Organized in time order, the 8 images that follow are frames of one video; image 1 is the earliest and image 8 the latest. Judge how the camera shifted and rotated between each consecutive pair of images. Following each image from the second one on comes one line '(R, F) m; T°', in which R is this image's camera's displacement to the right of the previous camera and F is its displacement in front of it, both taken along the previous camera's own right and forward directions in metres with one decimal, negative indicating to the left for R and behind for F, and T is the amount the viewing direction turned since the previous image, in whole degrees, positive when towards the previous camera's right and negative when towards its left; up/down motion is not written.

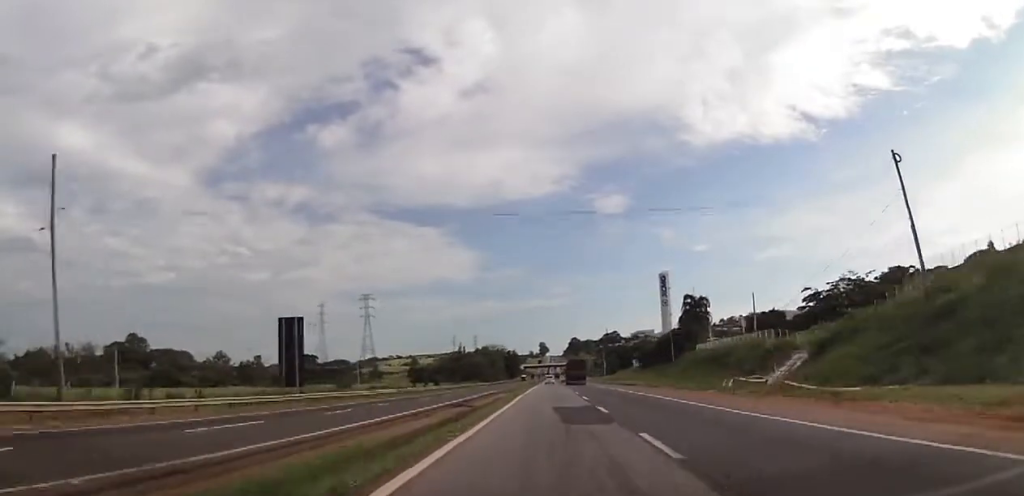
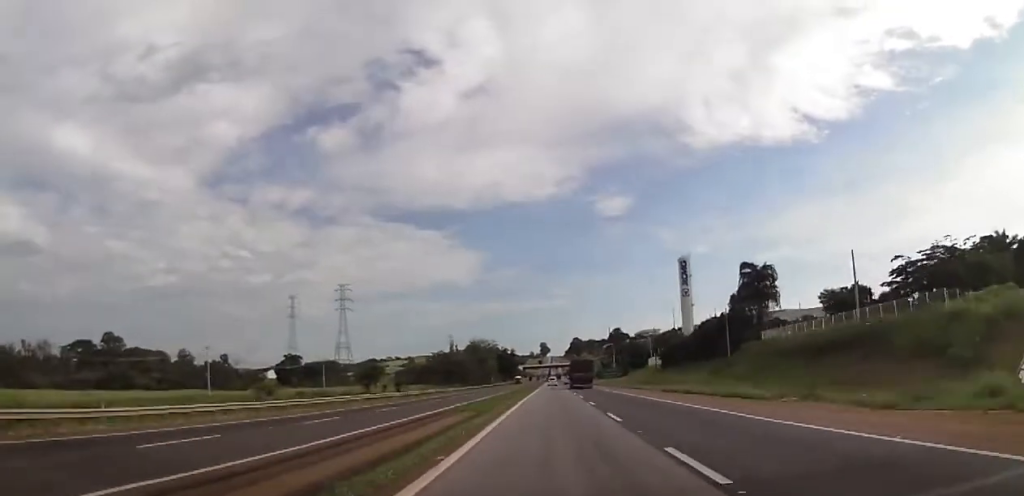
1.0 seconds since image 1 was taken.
(-0.2, +37.6) m; 0°
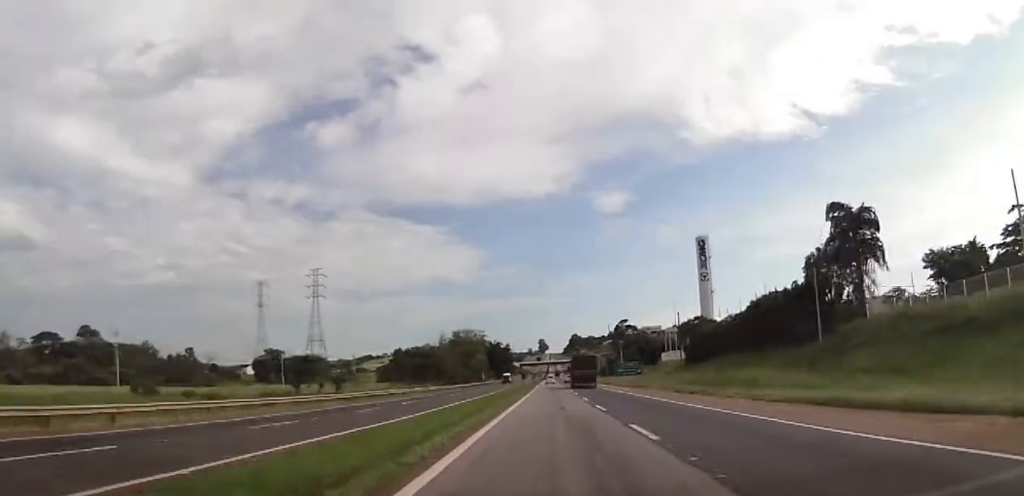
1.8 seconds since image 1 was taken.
(+0.1, +30.2) m; +1°
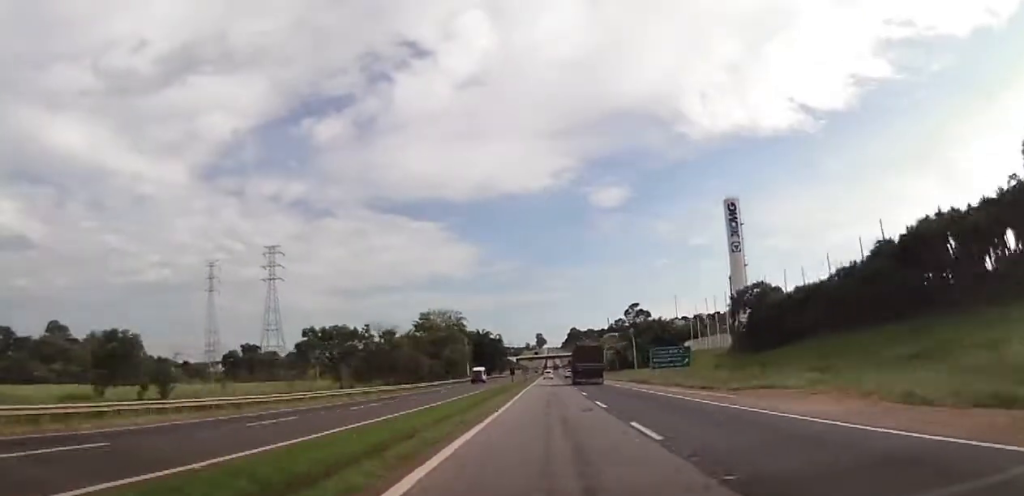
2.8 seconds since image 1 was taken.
(+0.3, +36.6) m; 0°
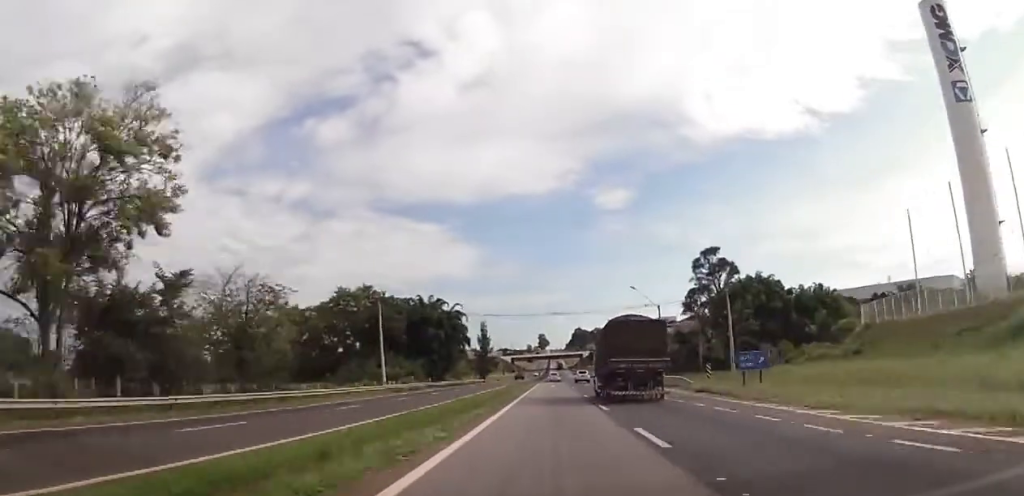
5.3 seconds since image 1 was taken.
(-0.8, +95.5) m; 0°
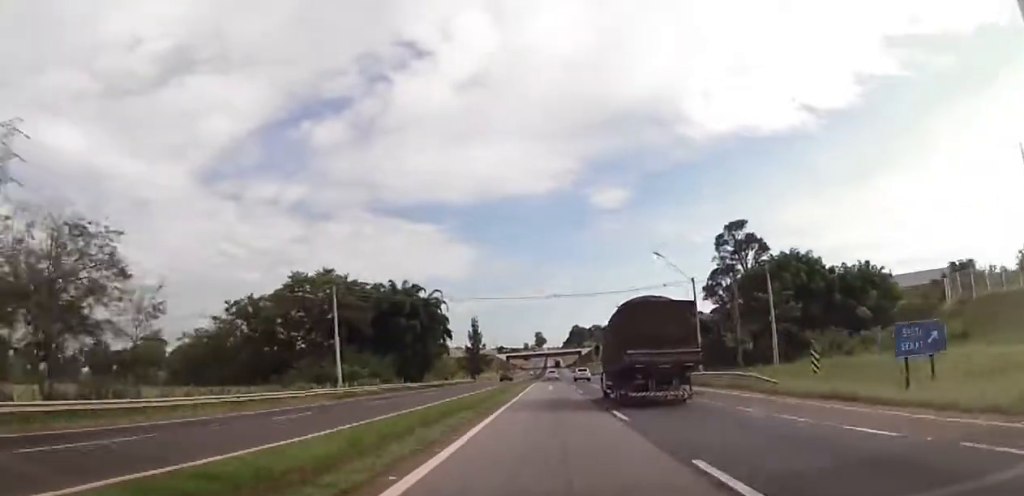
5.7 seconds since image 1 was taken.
(0.0, +18.0) m; 0°
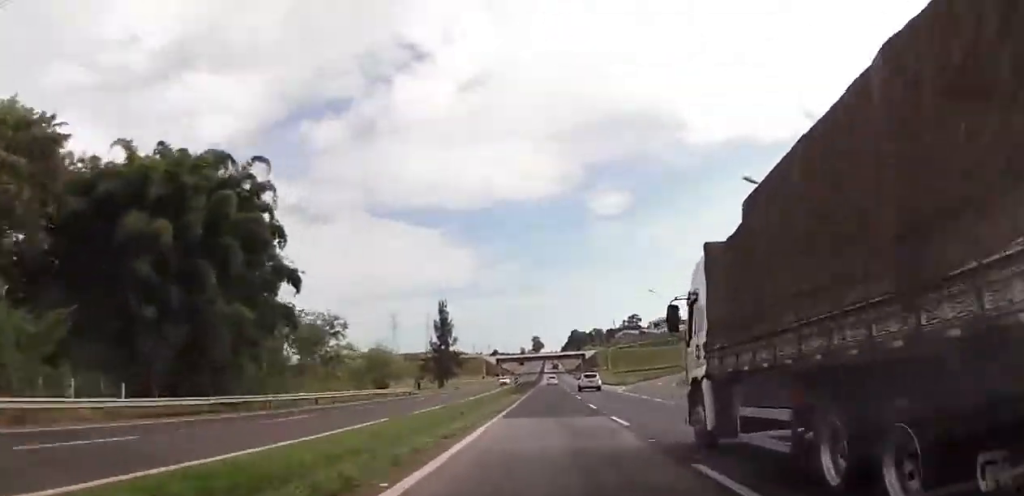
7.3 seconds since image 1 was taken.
(-0.4, +59.4) m; 0°
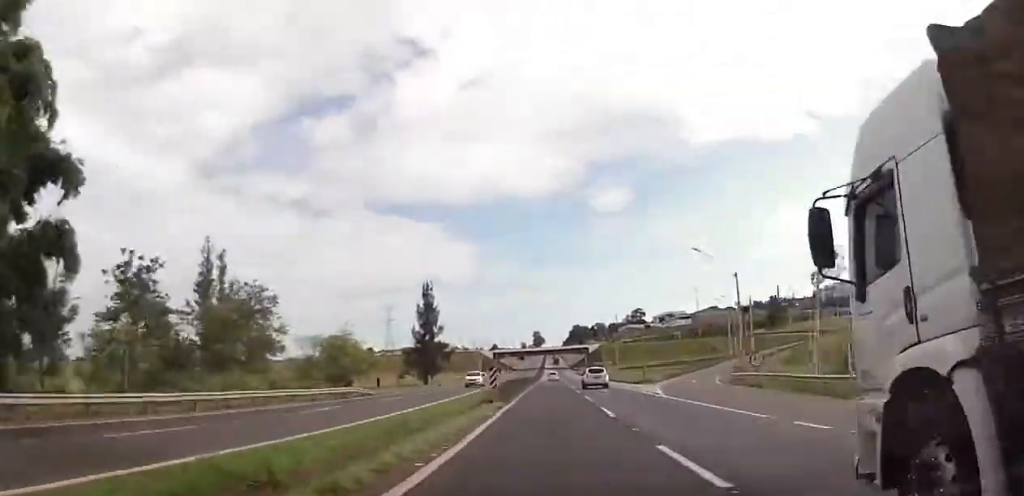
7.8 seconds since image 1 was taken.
(+0.1, +20.8) m; 0°
